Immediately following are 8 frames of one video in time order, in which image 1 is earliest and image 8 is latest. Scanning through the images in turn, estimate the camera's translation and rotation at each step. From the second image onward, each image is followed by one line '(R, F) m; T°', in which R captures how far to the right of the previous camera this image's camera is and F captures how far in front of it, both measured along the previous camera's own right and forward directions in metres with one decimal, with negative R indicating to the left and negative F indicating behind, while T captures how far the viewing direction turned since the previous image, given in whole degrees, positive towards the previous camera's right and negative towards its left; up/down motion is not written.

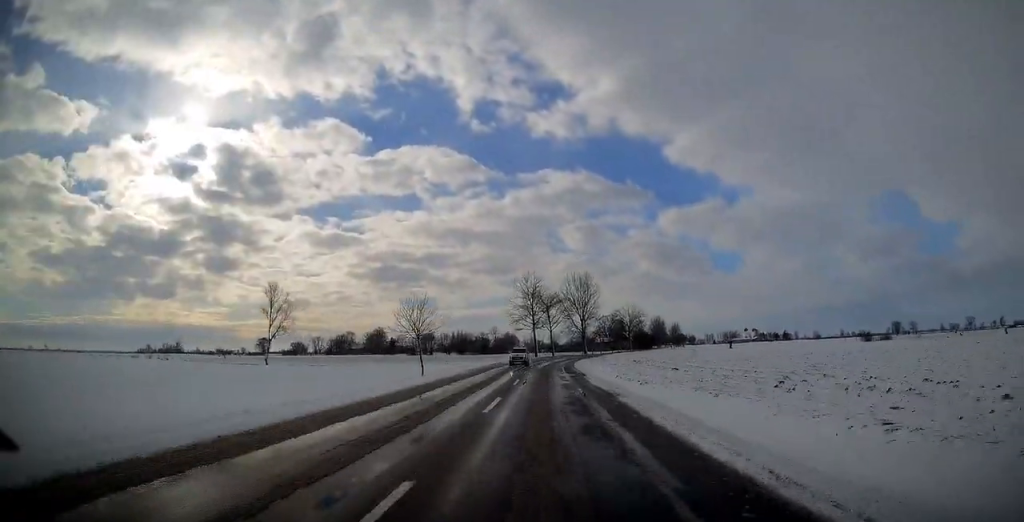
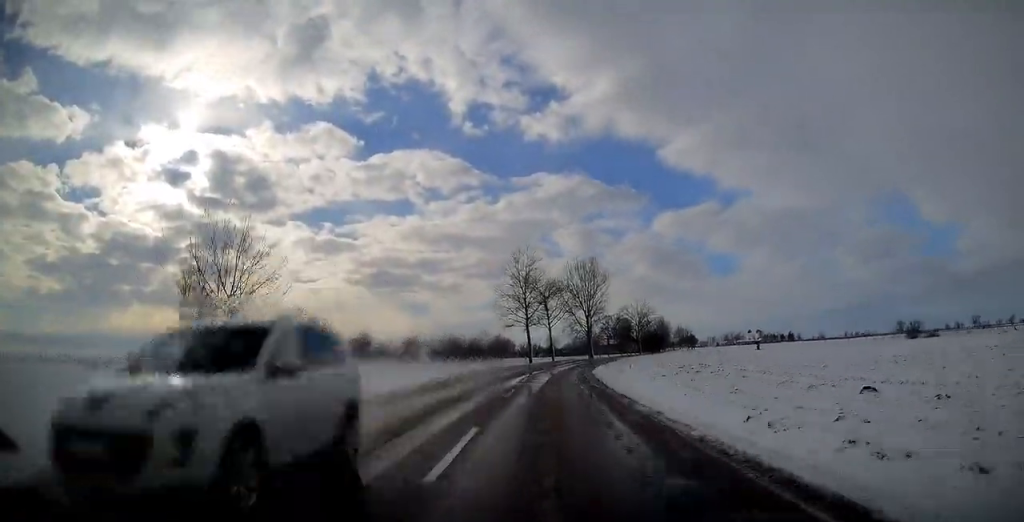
(+0.3, +31.3) m; +1°
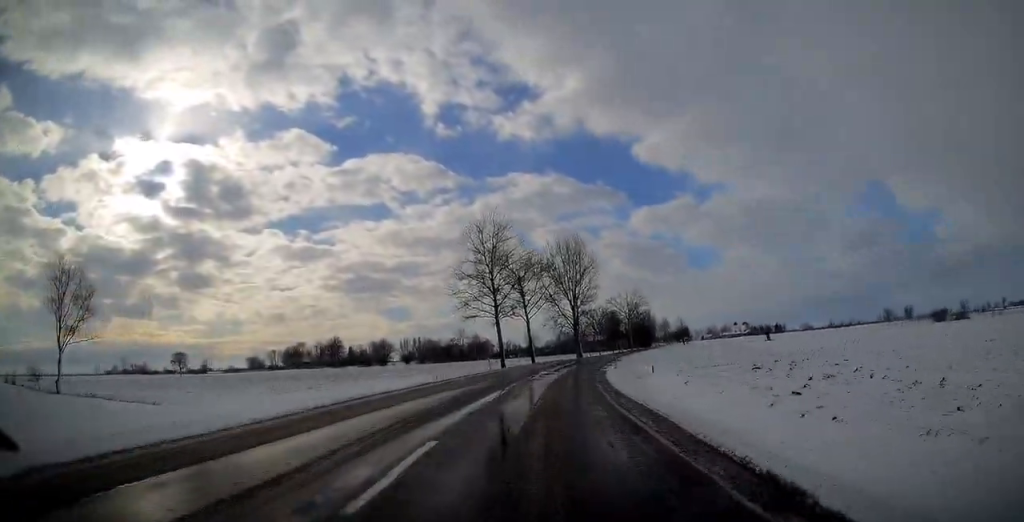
(+0.1, +25.0) m; +2°
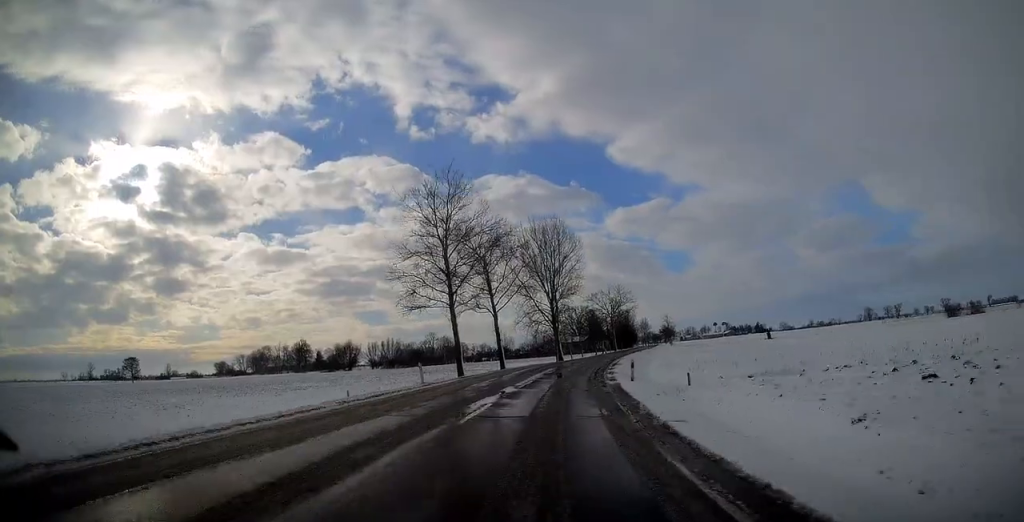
(+0.3, +17.4) m; +2°
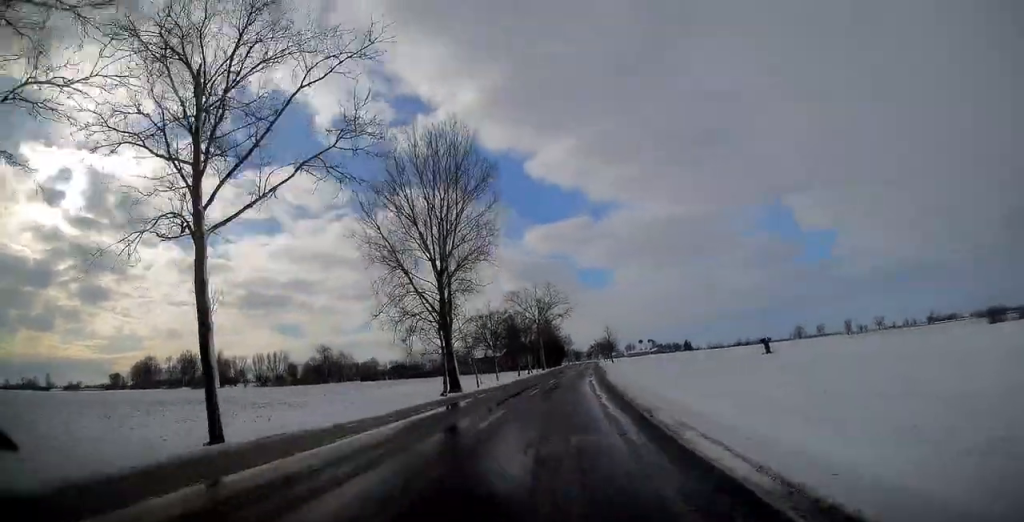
(+2.6, +46.0) m; +6°
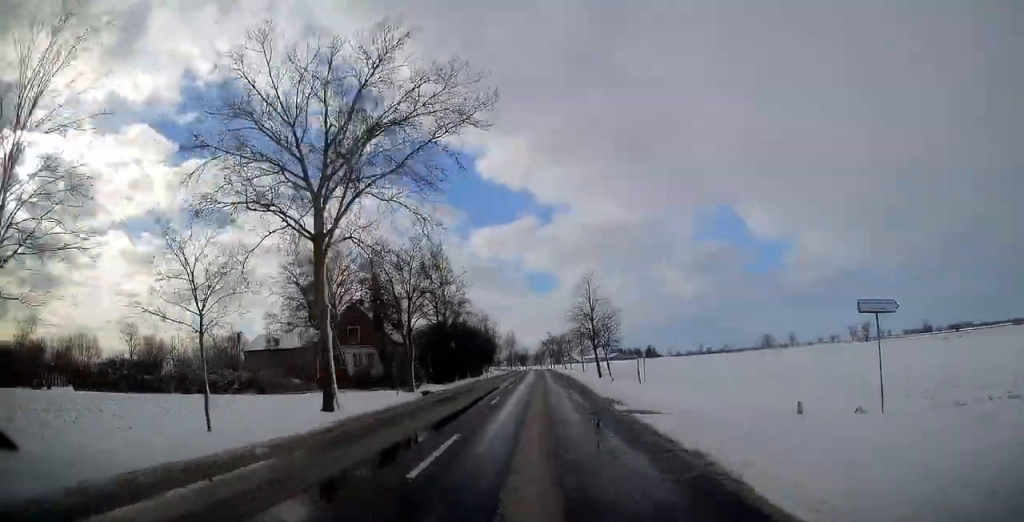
(+6.5, +99.3) m; +5°
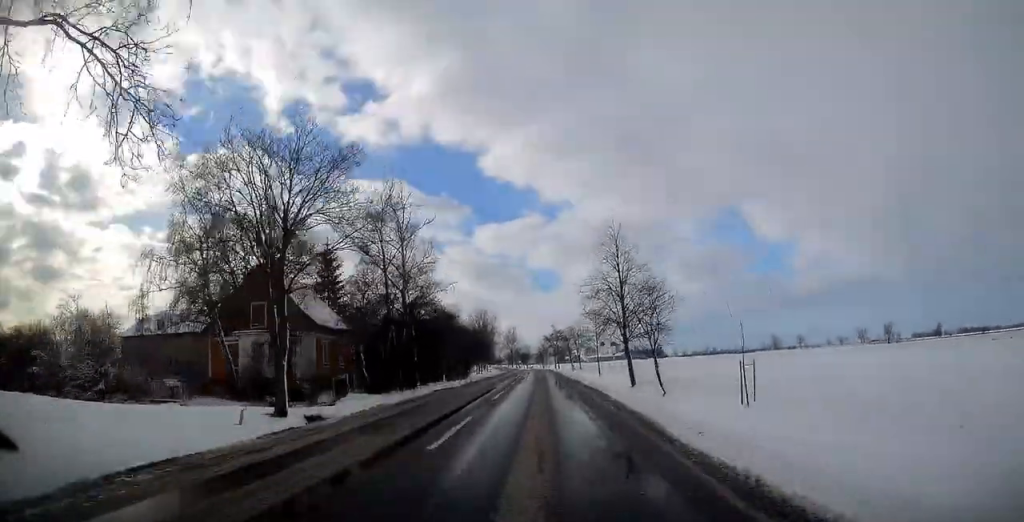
(0.0, +21.6) m; 0°
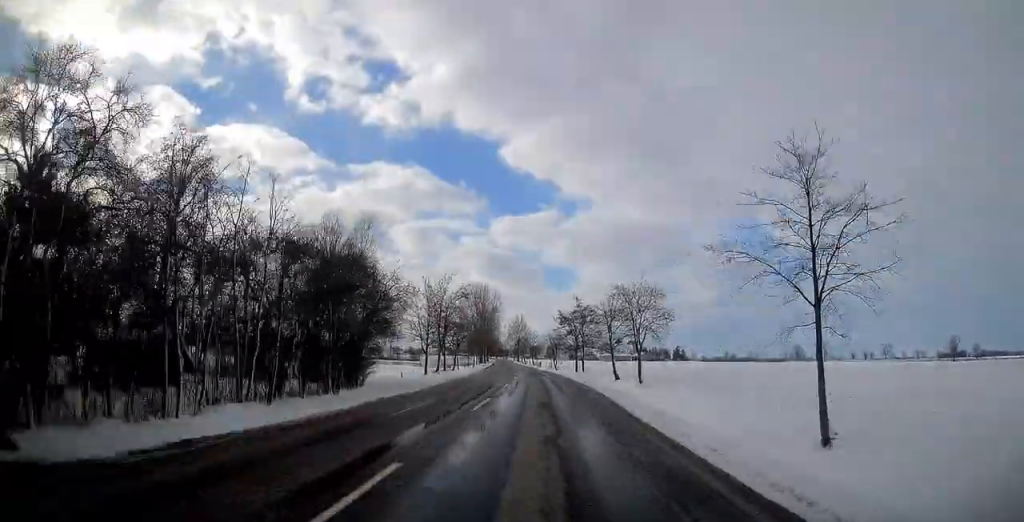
(-0.2, +52.7) m; -1°
